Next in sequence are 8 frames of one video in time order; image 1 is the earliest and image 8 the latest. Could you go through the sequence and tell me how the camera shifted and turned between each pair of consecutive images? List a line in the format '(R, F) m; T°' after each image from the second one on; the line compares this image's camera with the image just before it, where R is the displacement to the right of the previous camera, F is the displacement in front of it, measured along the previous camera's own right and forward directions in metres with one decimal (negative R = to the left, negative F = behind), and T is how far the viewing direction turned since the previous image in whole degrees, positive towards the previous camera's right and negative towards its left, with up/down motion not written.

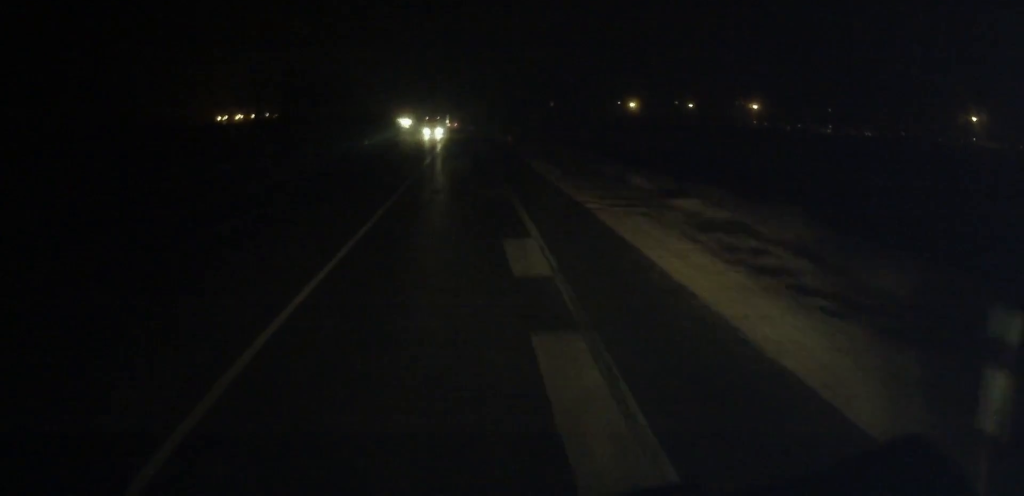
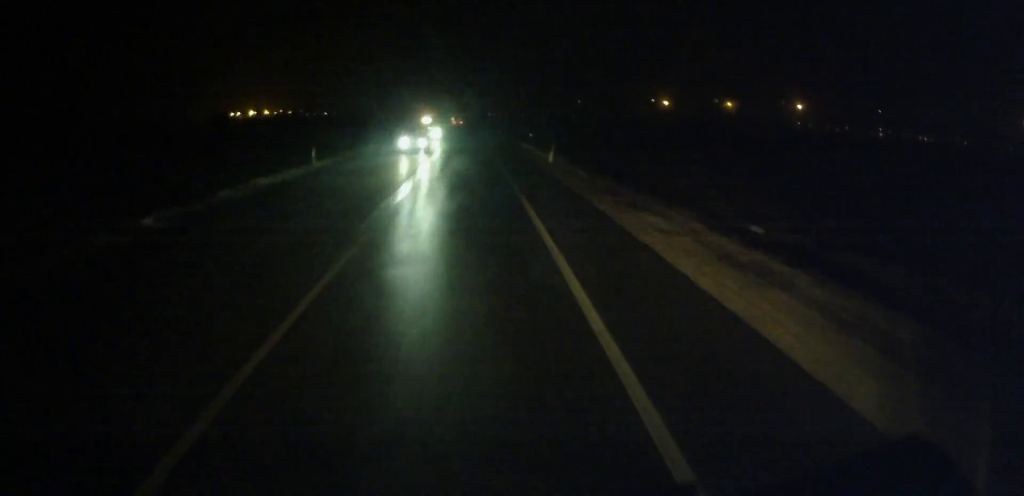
(-0.9, +71.2) m; -1°
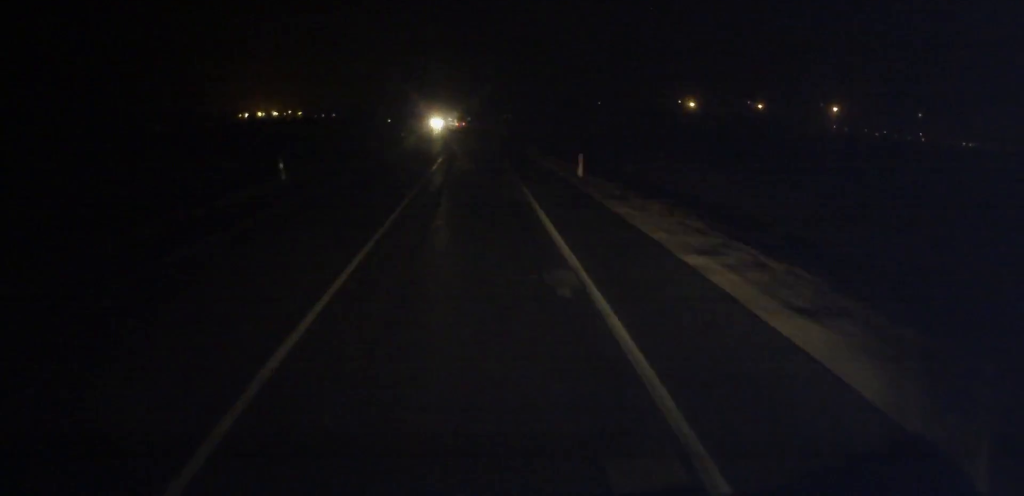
(-0.4, +56.1) m; -1°
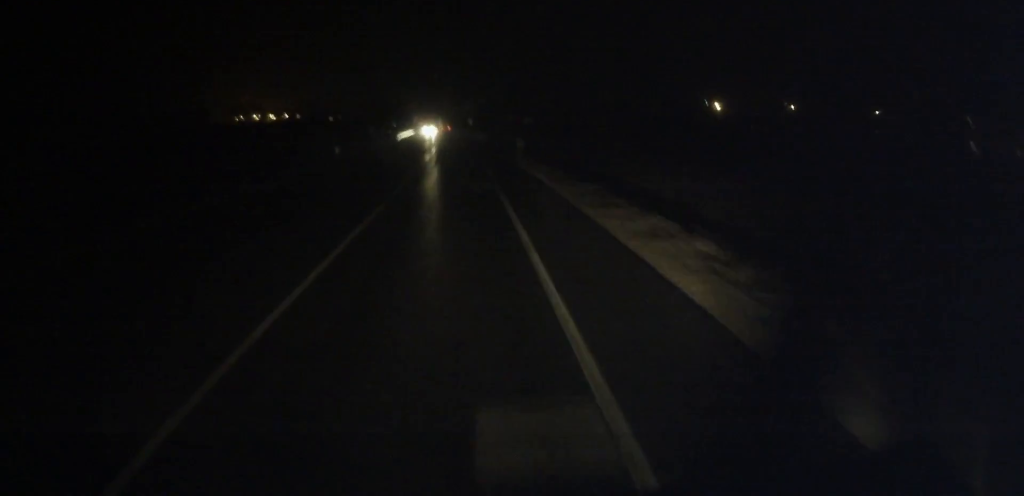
(-1.0, +82.3) m; -1°
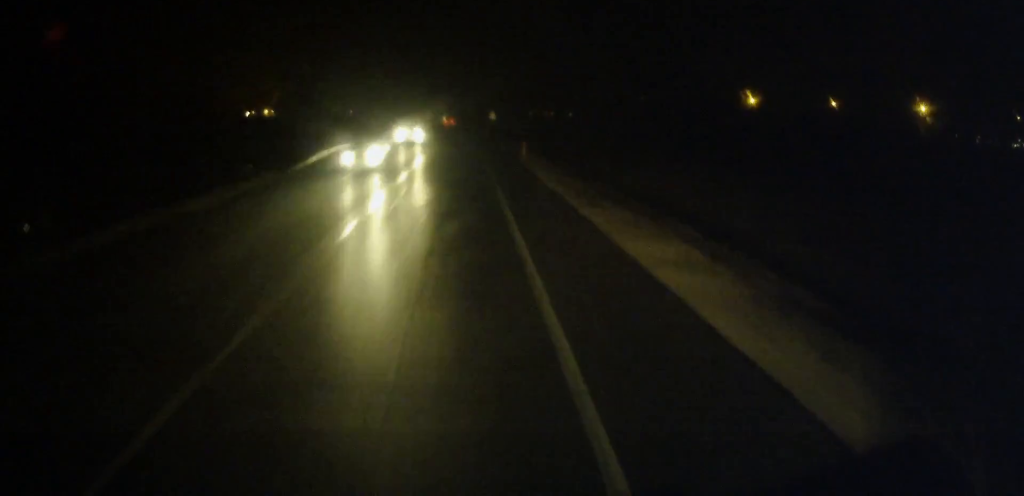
(-0.5, +58.2) m; -1°
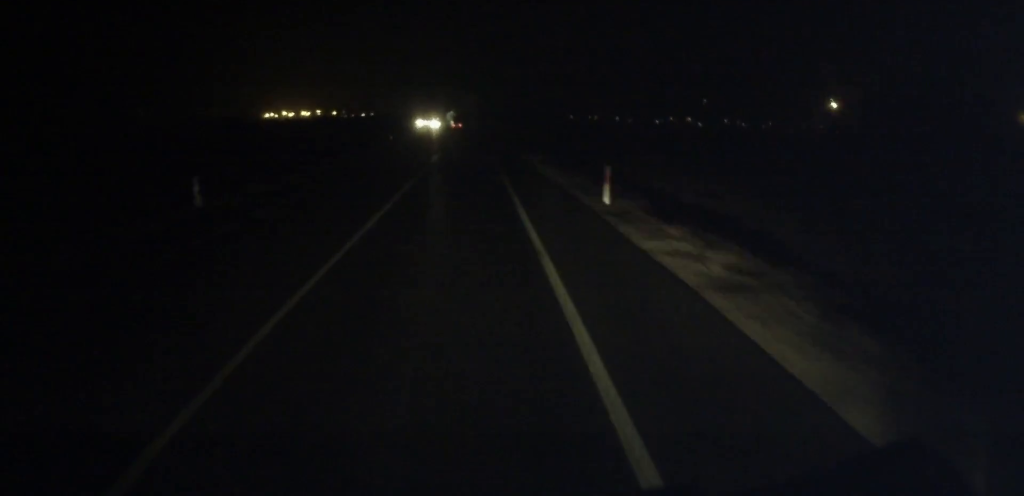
(-2.8, +125.4) m; -3°
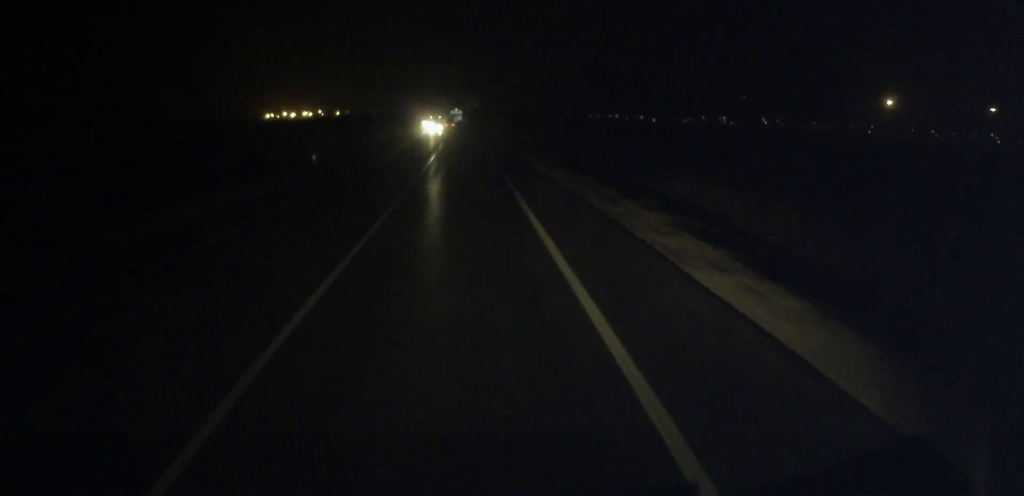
(-1.5, +88.9) m; -1°
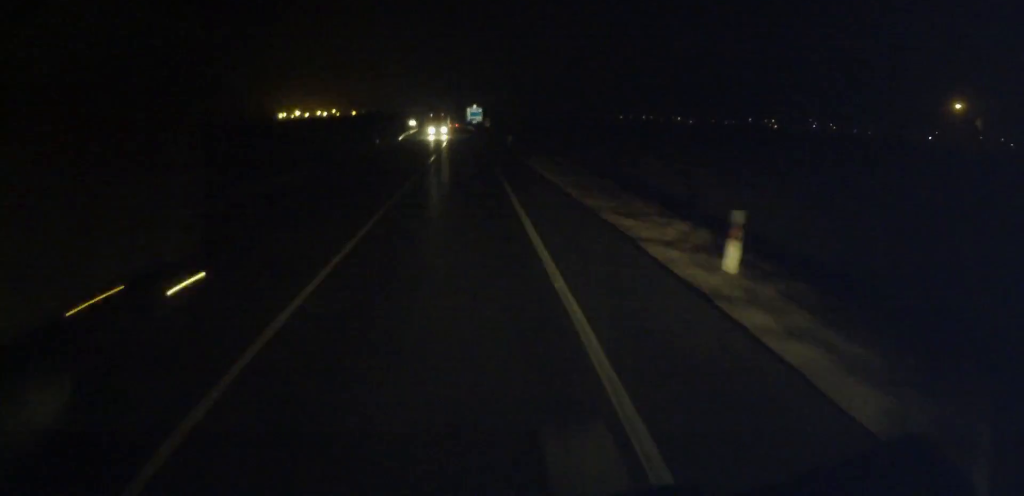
(-0.9, +78.0) m; -1°
